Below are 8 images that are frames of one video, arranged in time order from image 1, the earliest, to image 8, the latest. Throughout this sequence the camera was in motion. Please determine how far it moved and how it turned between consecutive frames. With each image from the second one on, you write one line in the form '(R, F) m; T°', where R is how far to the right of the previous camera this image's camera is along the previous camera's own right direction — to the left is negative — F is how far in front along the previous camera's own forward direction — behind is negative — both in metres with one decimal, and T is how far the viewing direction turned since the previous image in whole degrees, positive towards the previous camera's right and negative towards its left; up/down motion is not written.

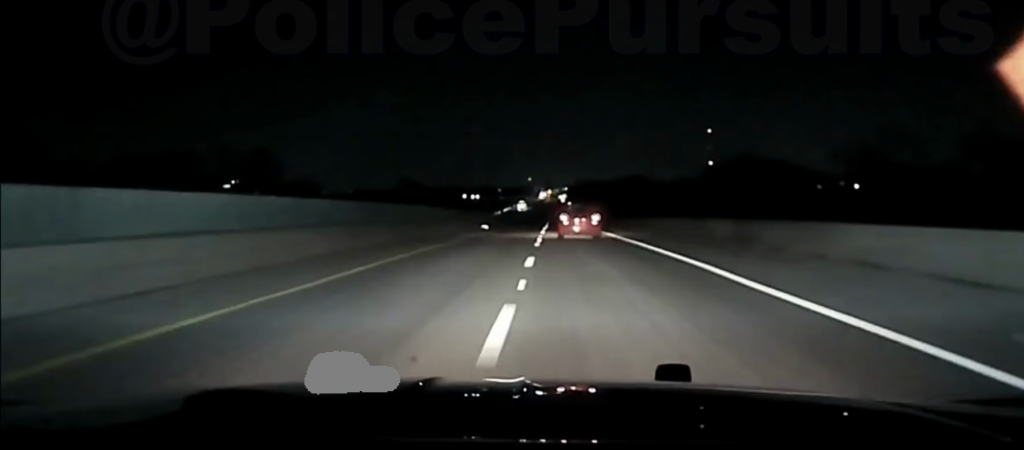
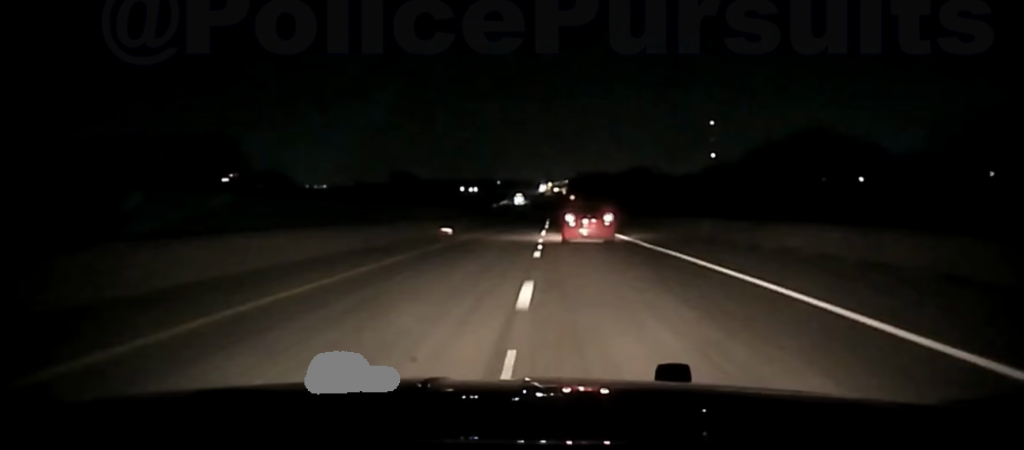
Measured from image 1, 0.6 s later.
(-0.1, +31.4) m; 0°
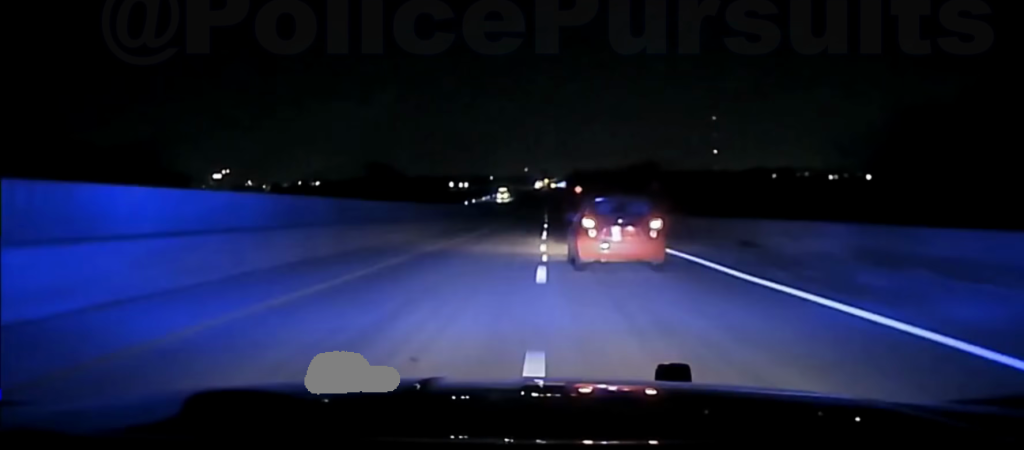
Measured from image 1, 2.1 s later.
(+0.2, +78.9) m; +1°
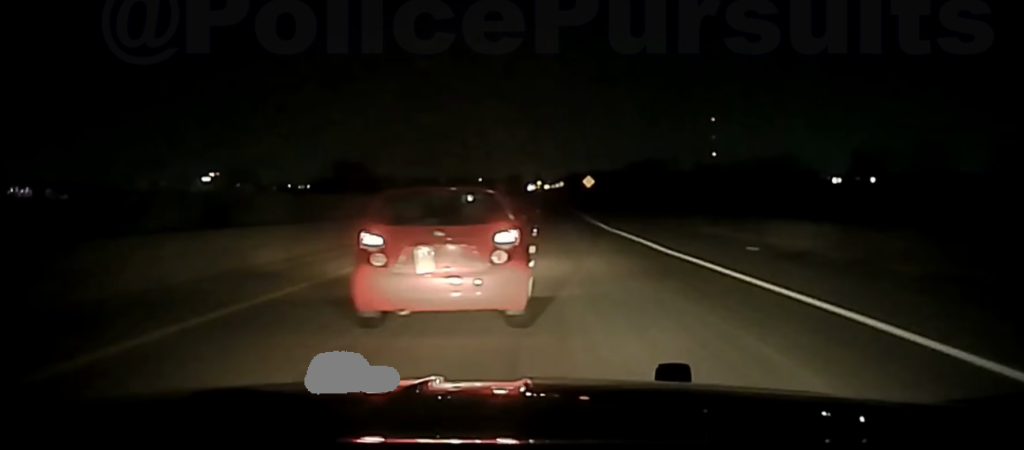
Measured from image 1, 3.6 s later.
(+0.4, +76.0) m; 0°
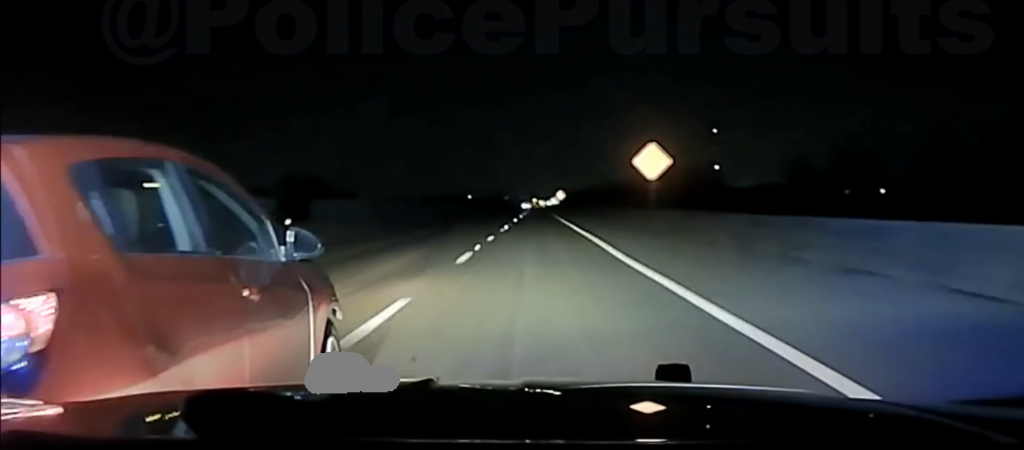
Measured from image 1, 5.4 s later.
(+0.7, +90.3) m; 0°
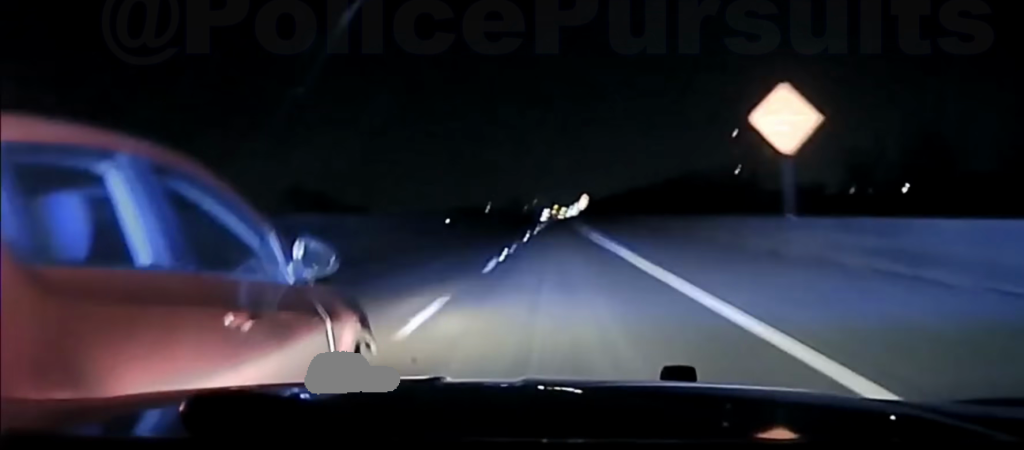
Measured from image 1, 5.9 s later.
(-0.3, +22.9) m; -1°
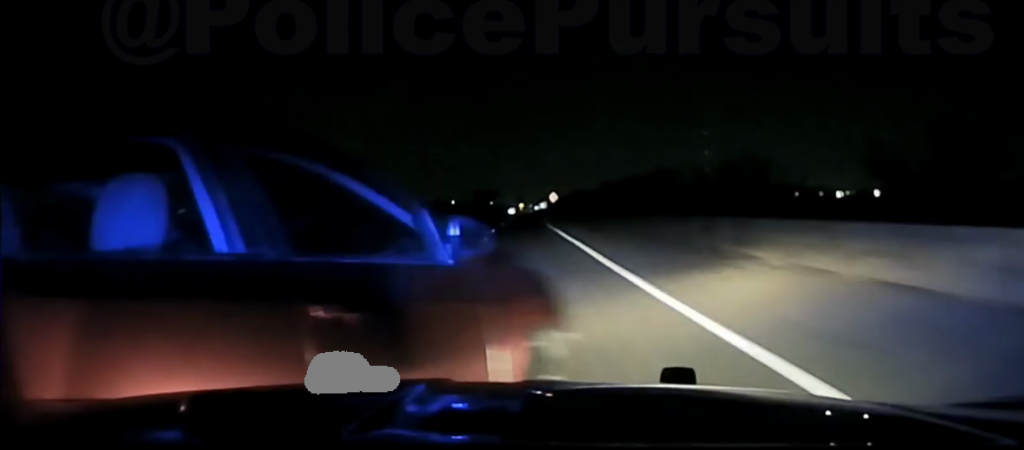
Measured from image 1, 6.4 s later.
(-0.1, +24.2) m; -1°
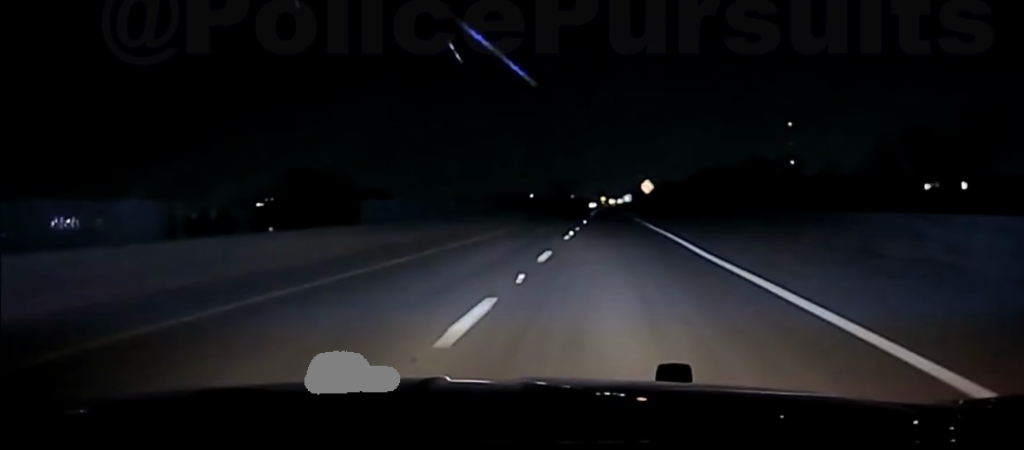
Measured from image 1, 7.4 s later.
(-0.4, +45.0) m; -1°
